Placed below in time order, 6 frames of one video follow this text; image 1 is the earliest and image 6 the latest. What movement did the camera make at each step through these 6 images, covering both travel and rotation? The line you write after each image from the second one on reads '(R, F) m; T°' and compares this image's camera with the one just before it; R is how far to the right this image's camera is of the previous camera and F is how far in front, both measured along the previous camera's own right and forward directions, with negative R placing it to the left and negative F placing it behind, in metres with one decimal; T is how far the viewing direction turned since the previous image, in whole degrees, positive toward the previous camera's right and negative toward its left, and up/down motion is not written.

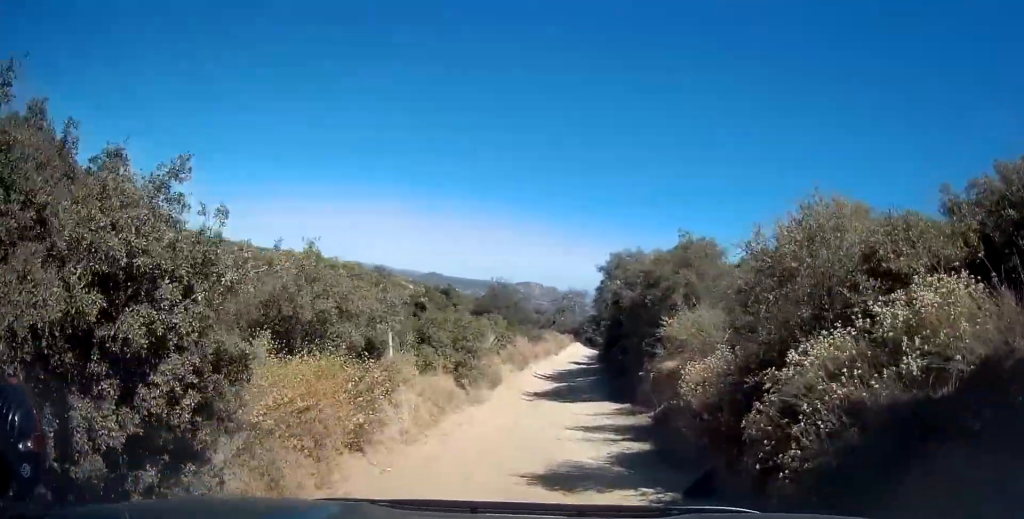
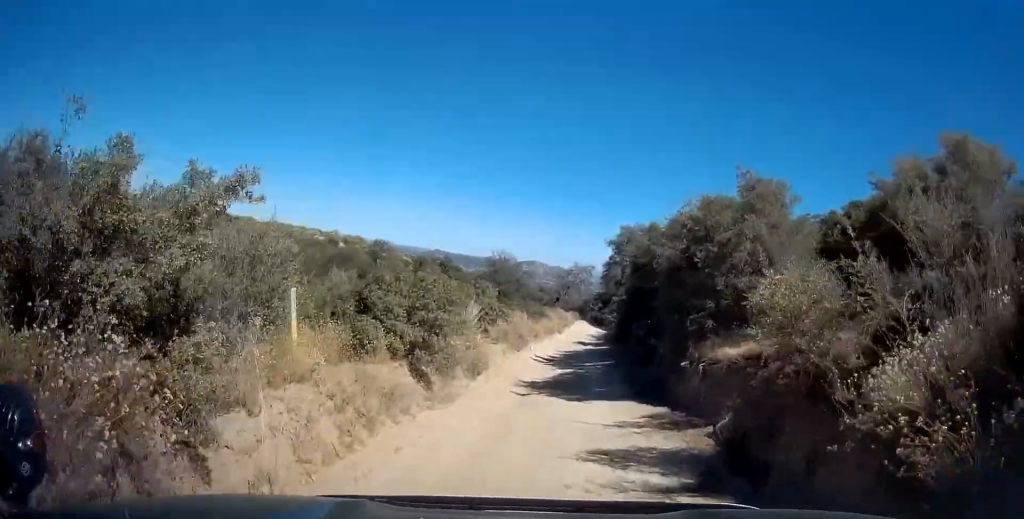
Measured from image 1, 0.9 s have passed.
(+0.1, +4.4) m; +1°
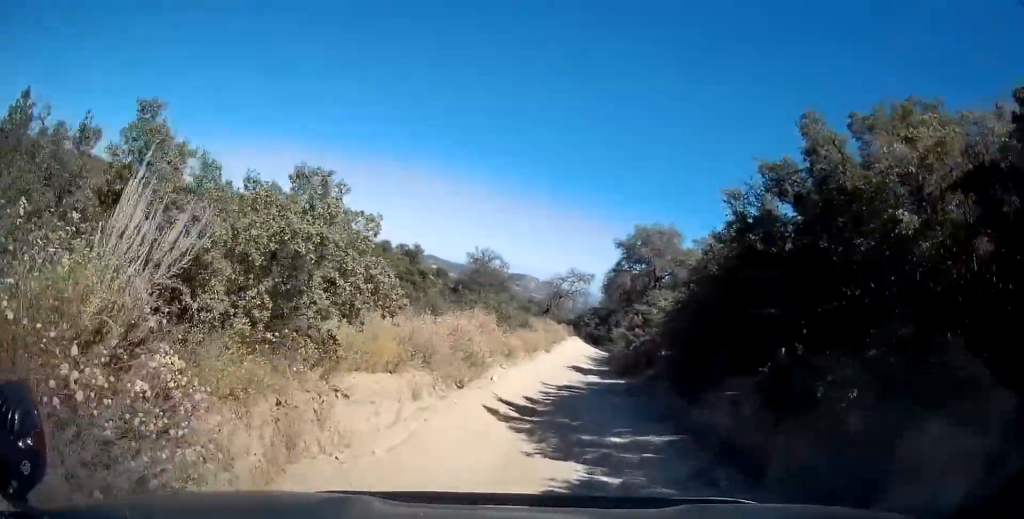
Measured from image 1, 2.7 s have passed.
(-0.4, +9.6) m; -4°
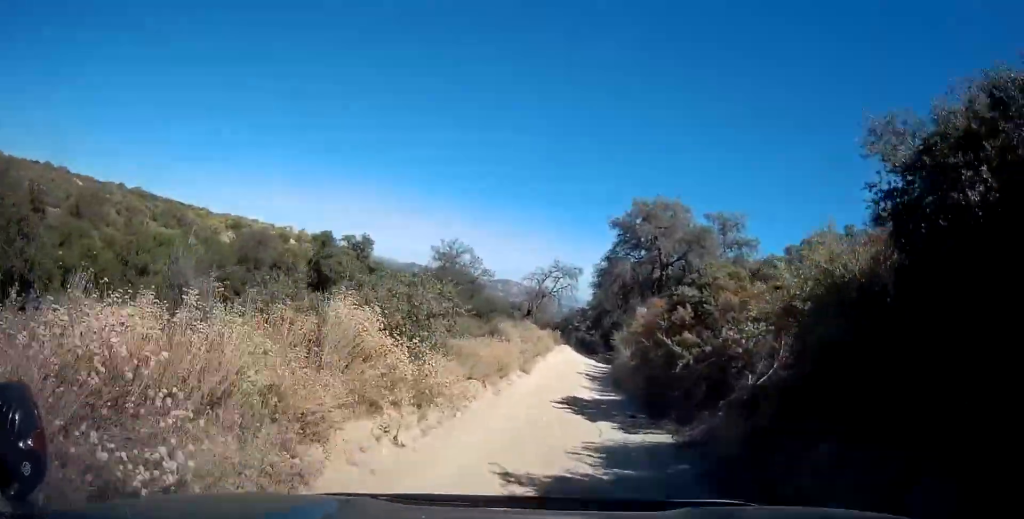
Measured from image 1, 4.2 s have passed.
(-0.1, +9.0) m; 0°
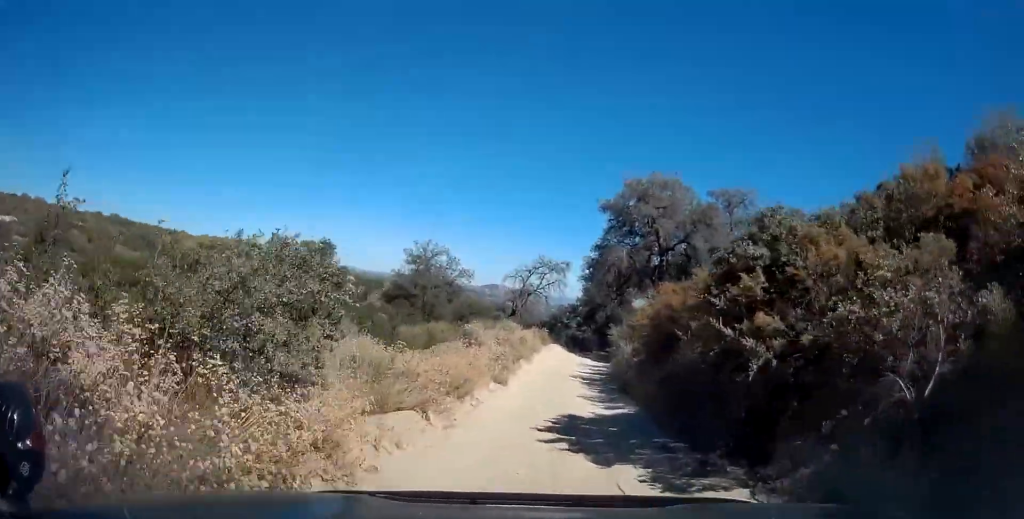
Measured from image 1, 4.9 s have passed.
(-0.1, +4.8) m; +2°
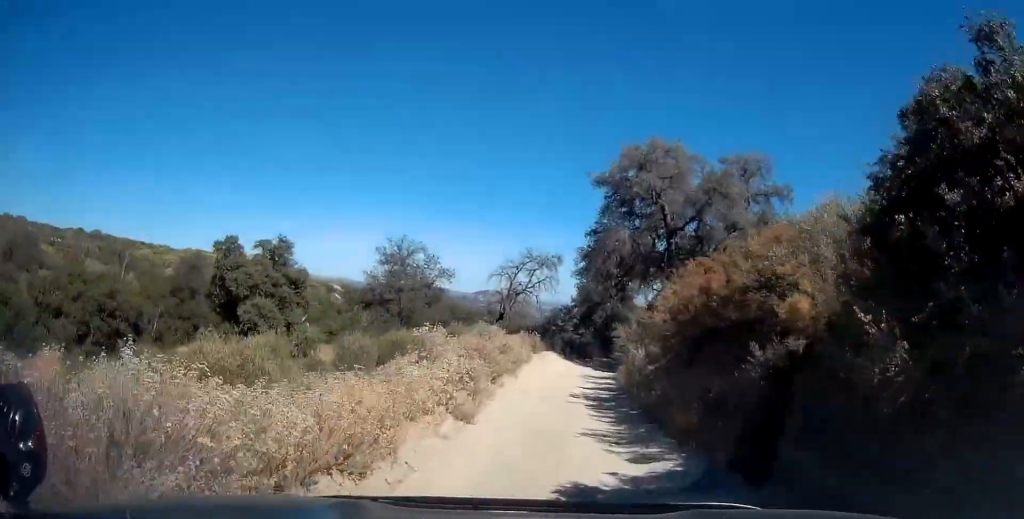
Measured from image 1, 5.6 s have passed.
(+0.3, +5.2) m; +3°
